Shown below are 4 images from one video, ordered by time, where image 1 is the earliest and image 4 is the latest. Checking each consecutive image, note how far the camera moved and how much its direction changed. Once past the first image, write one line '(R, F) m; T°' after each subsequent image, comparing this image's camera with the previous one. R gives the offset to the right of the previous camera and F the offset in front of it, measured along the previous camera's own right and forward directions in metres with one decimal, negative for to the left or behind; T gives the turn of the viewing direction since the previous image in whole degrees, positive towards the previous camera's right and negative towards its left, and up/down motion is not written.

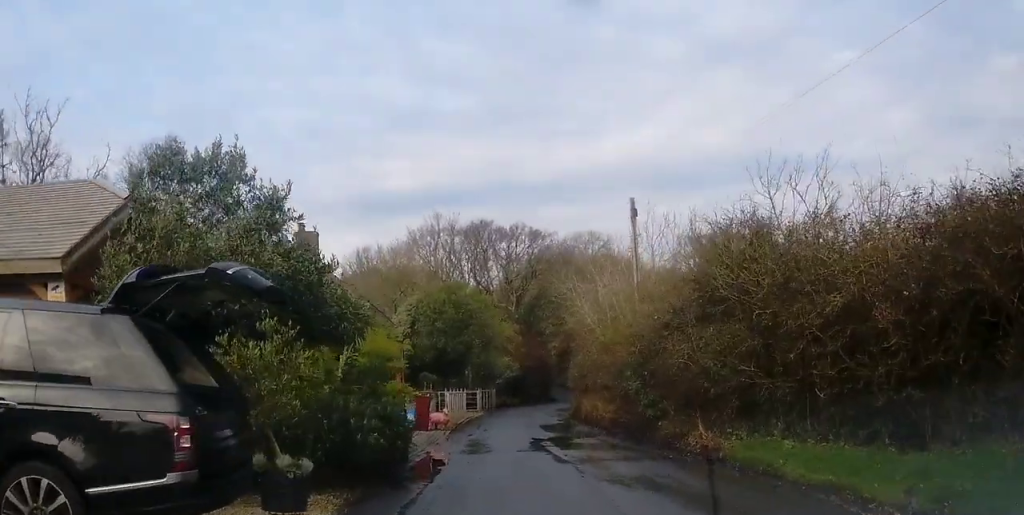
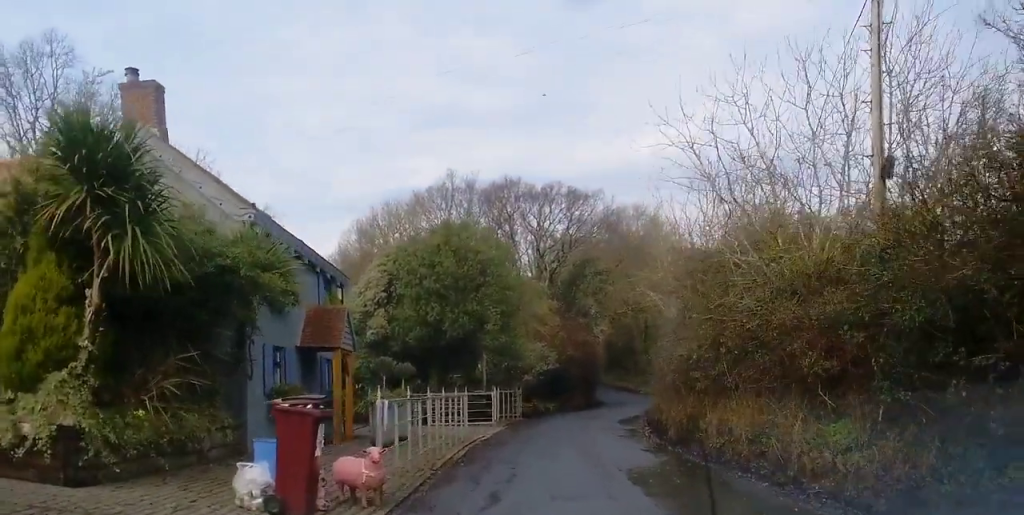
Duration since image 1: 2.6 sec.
(-0.3, +14.9) m; 0°
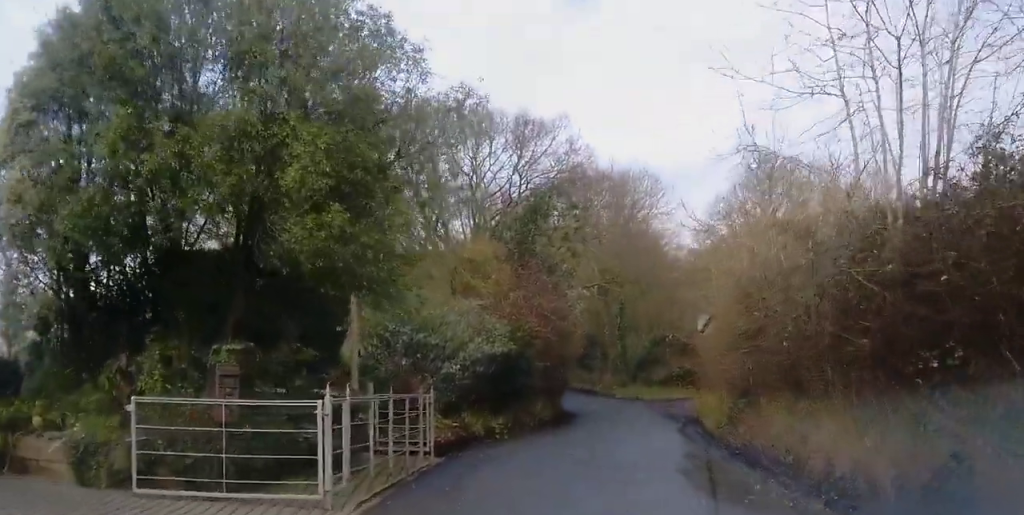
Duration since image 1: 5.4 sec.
(0.0, +16.4) m; +3°
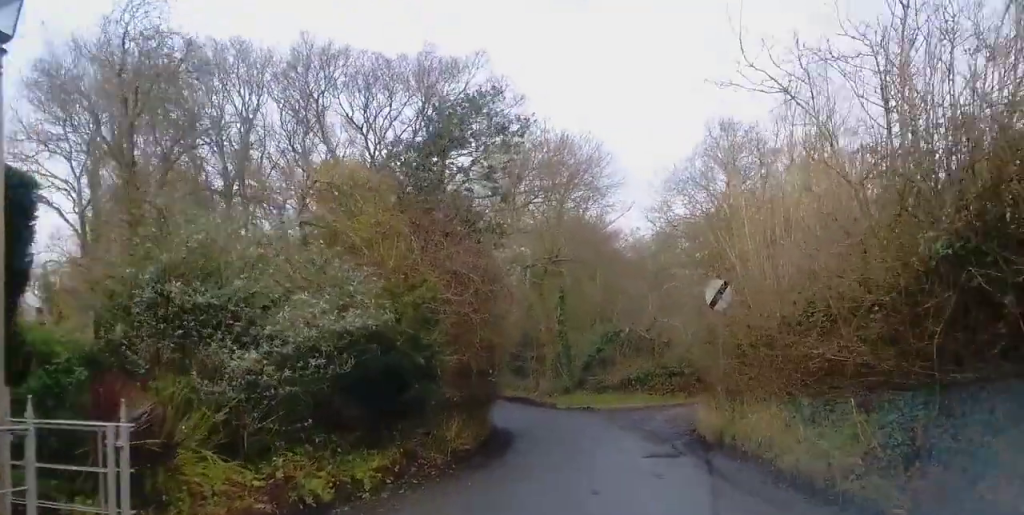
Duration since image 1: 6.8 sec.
(+0.6, +8.7) m; +6°
